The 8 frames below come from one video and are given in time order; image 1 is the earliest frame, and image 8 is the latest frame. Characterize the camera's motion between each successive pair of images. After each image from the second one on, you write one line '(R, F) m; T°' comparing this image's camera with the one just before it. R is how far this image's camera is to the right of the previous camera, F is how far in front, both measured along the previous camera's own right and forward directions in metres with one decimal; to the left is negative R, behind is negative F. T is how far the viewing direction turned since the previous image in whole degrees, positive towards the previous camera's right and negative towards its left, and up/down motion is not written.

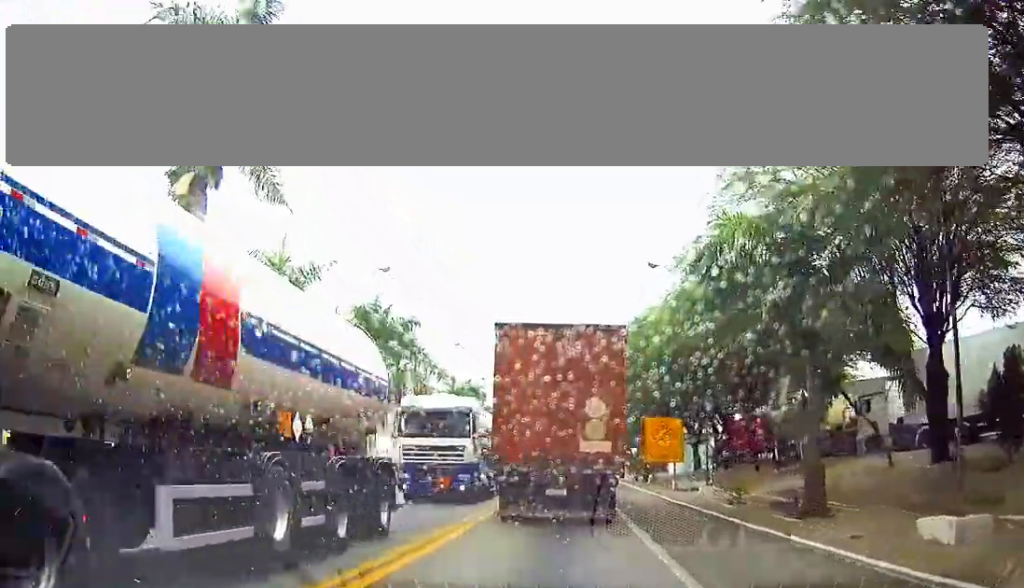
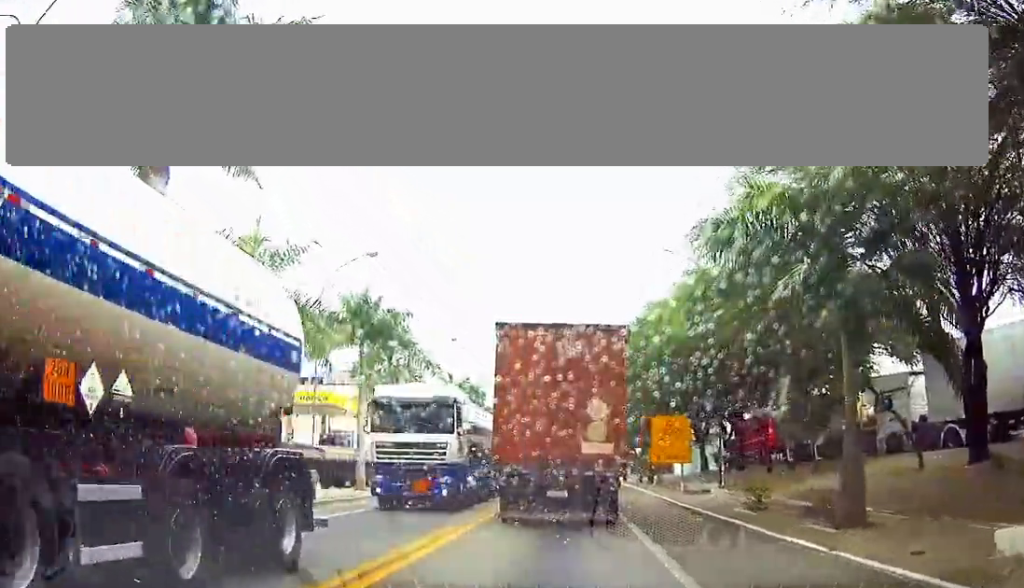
(0.0, +2.3) m; 0°
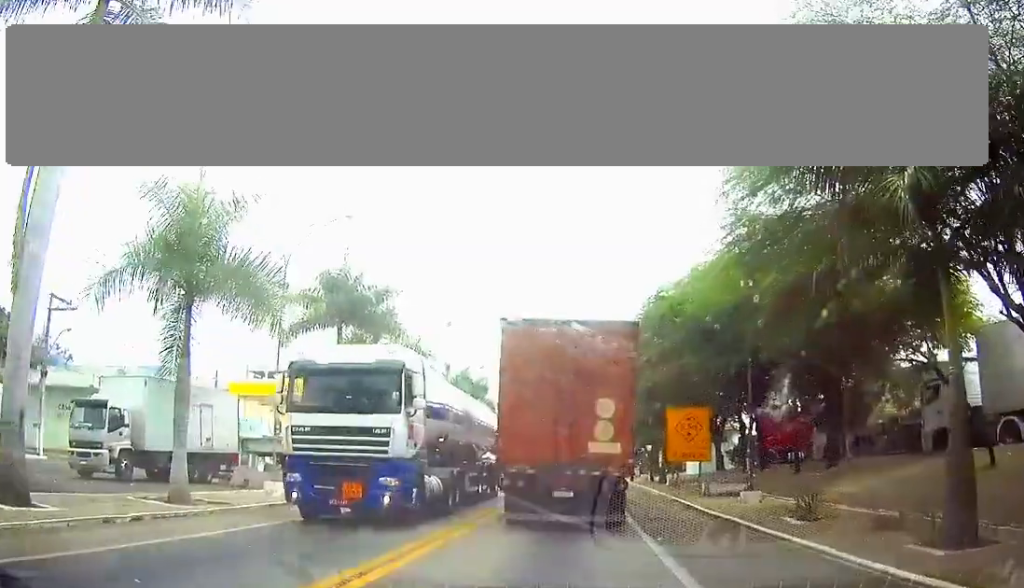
(0.0, +4.2) m; +1°
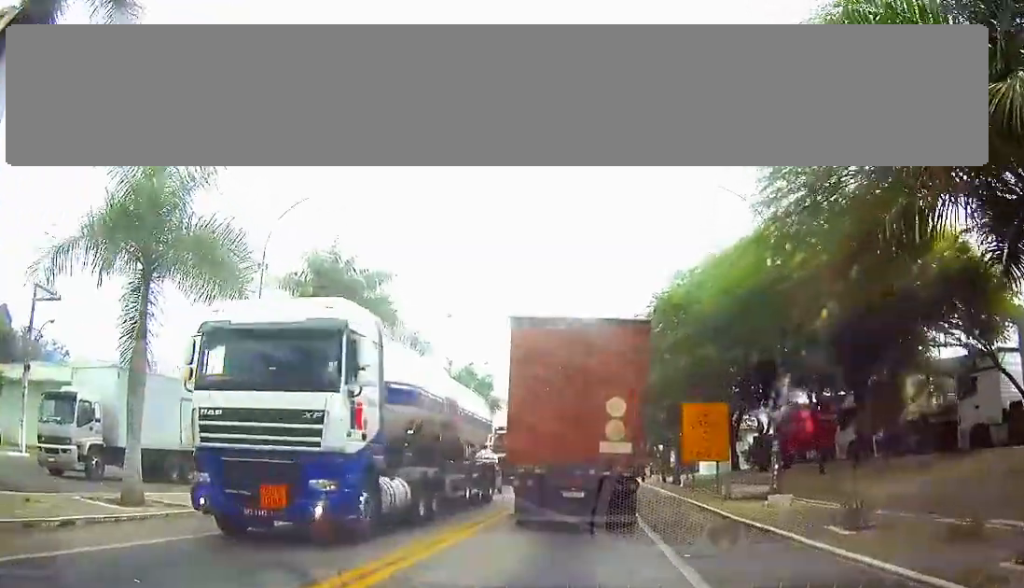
(0.0, +2.5) m; 0°
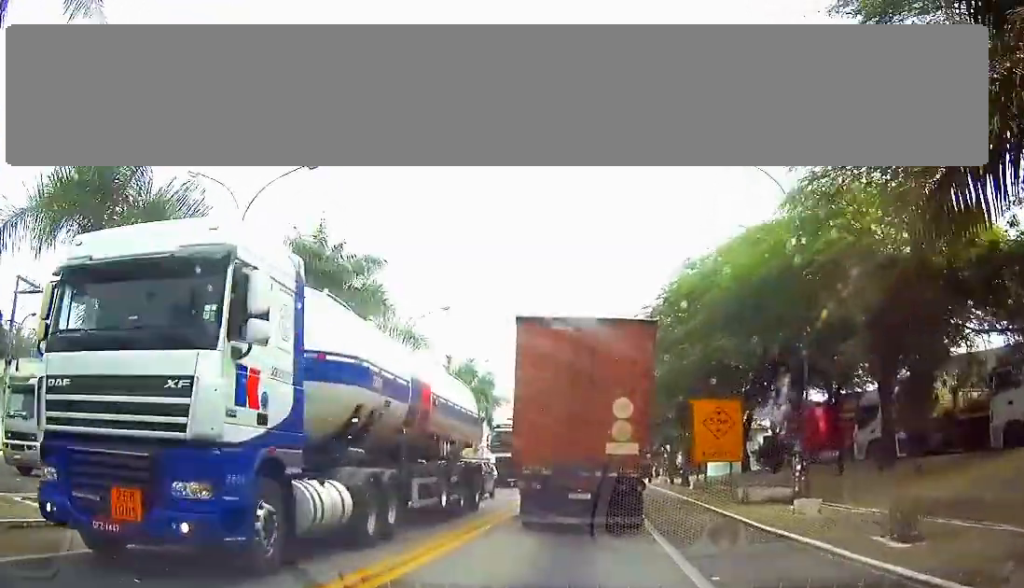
(+0.1, +2.2) m; 0°
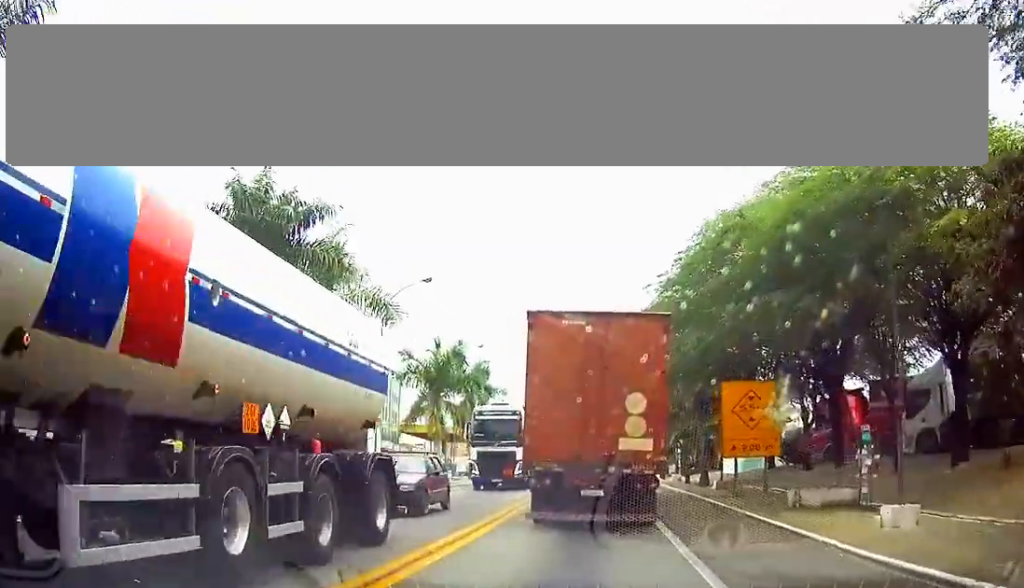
(-0.2, +5.6) m; -2°
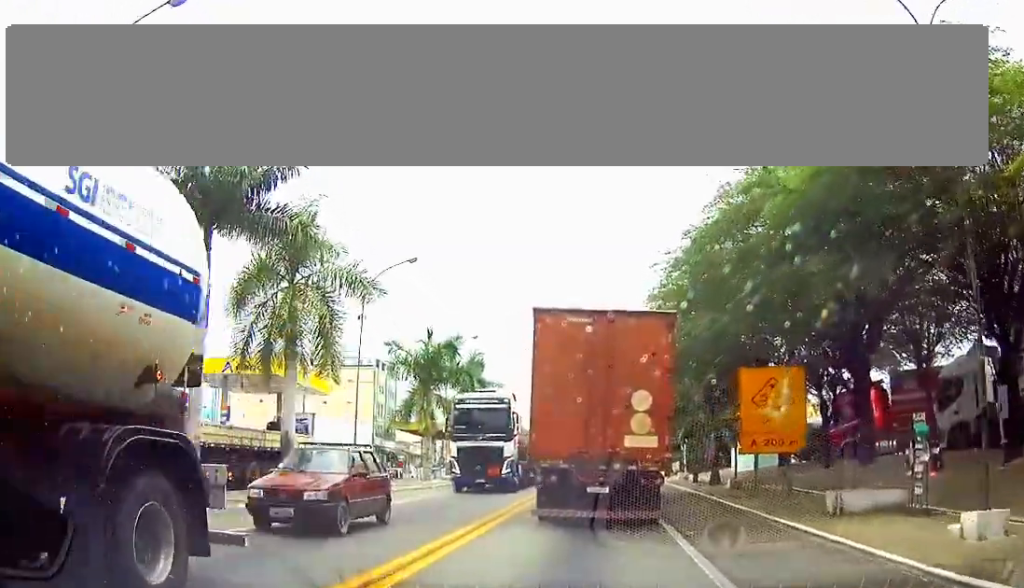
(0.0, +3.3) m; 0°
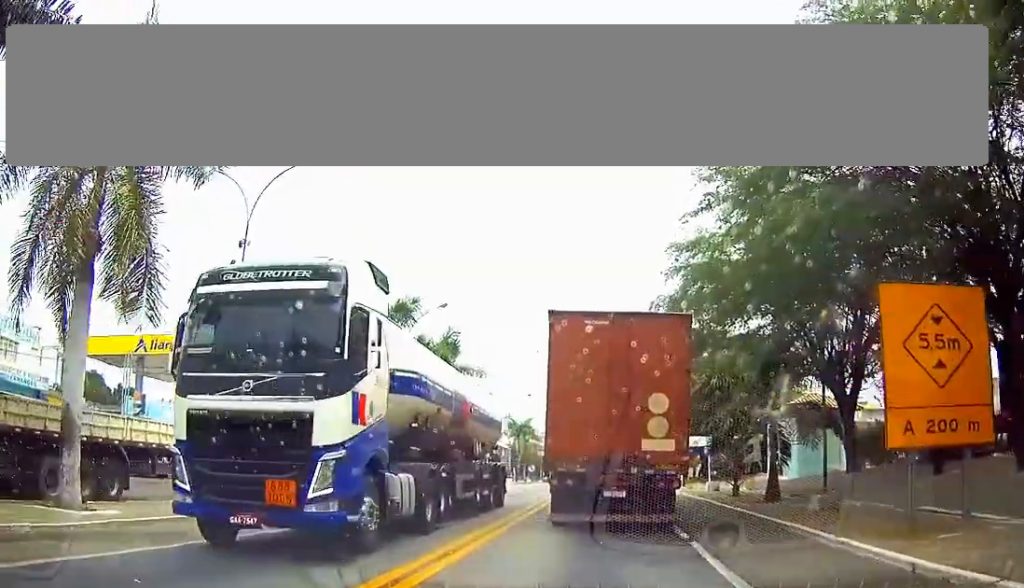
(+0.1, +10.9) m; +1°
